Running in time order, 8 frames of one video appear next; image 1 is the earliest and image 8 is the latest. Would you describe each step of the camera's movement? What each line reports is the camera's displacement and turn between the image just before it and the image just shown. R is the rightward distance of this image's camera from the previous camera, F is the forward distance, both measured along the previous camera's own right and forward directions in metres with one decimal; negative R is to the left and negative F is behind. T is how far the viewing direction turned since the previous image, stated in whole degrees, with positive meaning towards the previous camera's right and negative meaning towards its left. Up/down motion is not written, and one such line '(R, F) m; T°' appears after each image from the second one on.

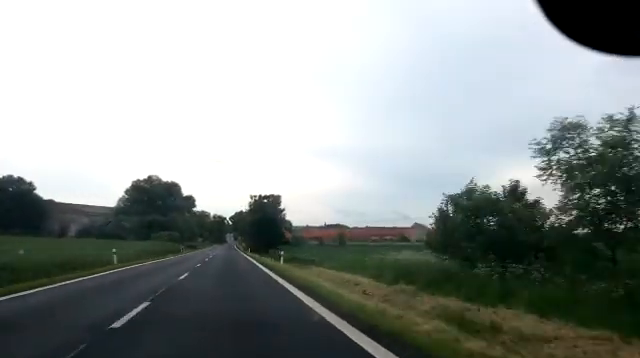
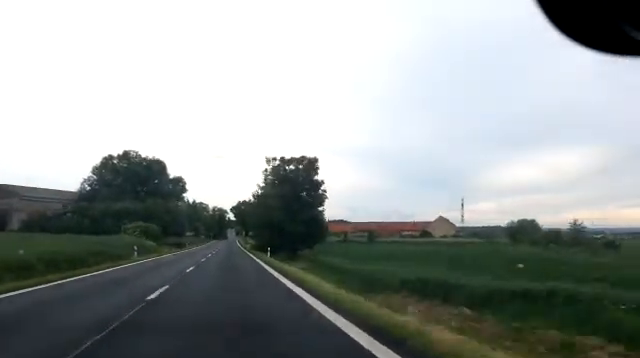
(+0.1, +32.6) m; 0°
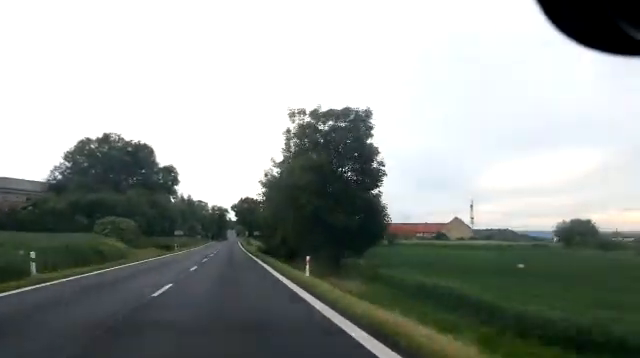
(-0.1, +17.4) m; +1°
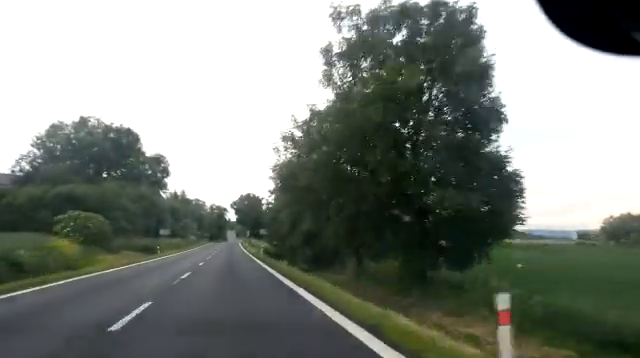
(-0.2, +12.7) m; +1°
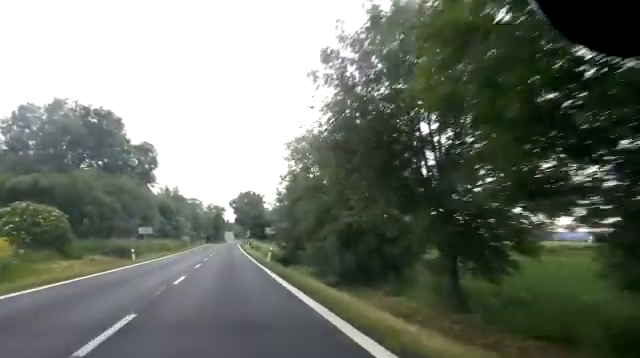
(+0.3, +10.3) m; 0°
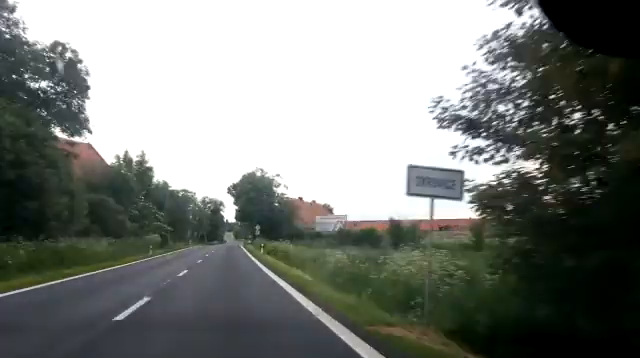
(+0.1, +33.3) m; 0°
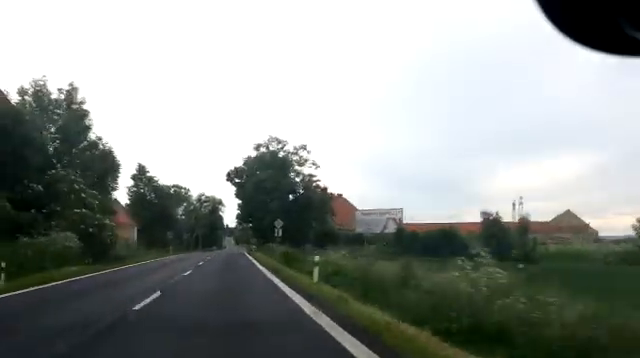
(-0.1, +25.5) m; -1°
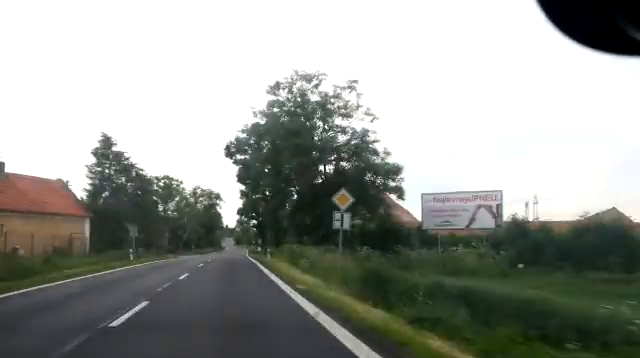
(-0.2, +19.7) m; 0°
